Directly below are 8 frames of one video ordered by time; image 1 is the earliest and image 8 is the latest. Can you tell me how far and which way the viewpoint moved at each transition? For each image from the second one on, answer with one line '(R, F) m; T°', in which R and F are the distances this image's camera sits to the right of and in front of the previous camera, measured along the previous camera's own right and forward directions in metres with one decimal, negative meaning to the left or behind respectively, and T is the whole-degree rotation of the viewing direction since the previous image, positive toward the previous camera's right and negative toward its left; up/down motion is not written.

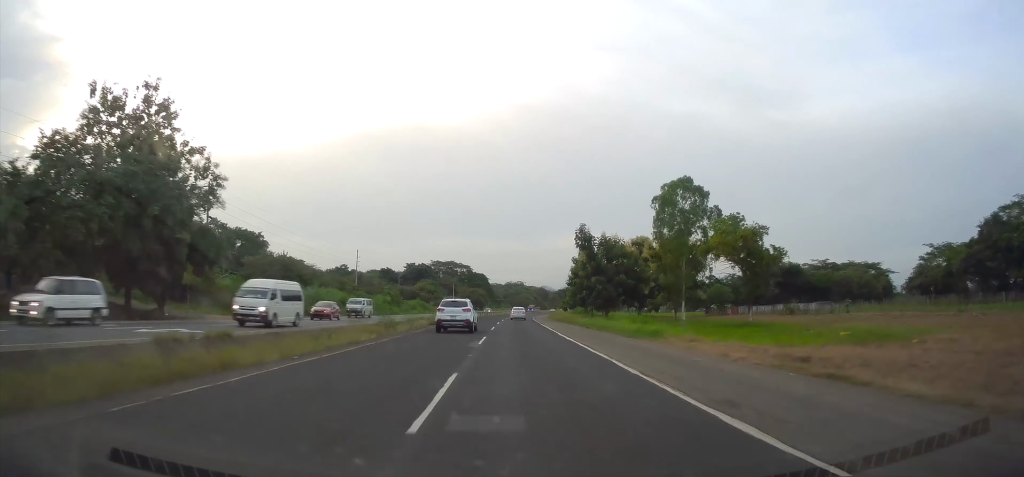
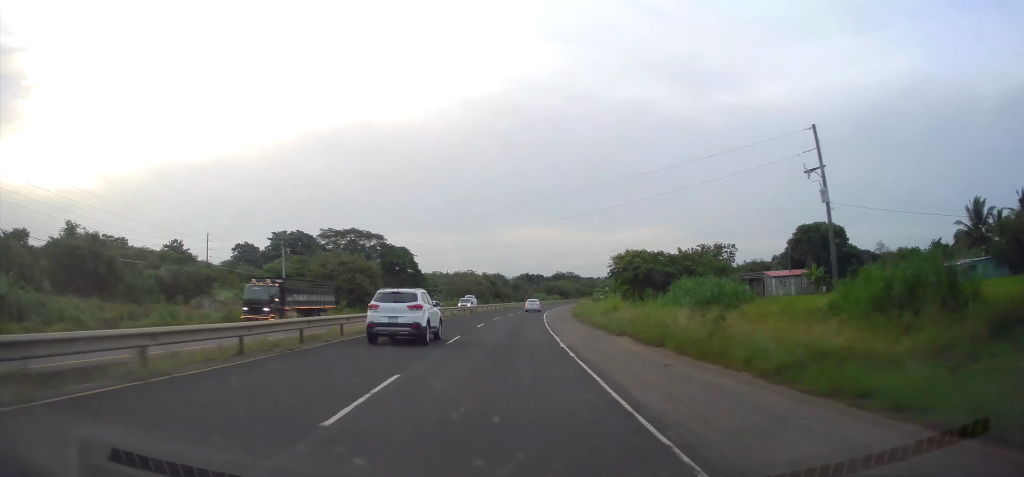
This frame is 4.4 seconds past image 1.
(+2.4, +112.1) m; +4°
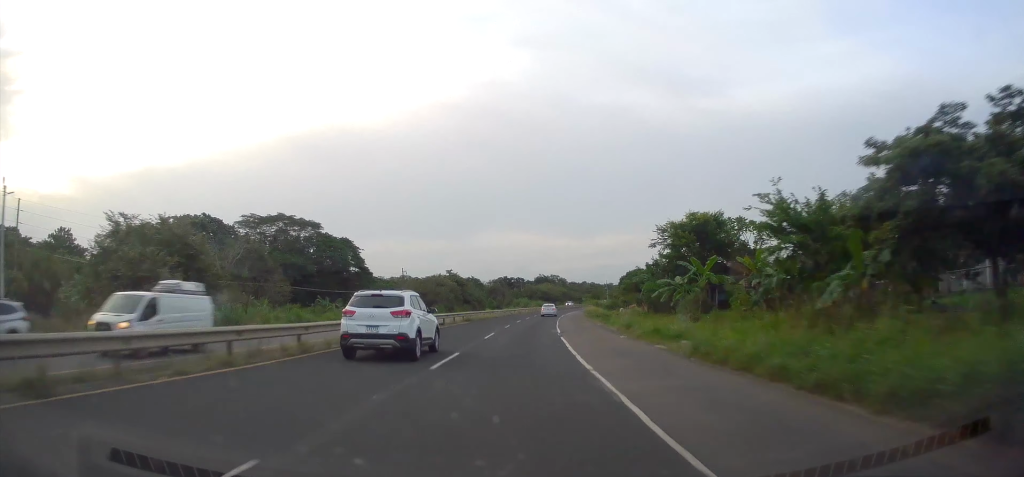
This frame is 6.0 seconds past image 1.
(+1.3, +40.7) m; +3°
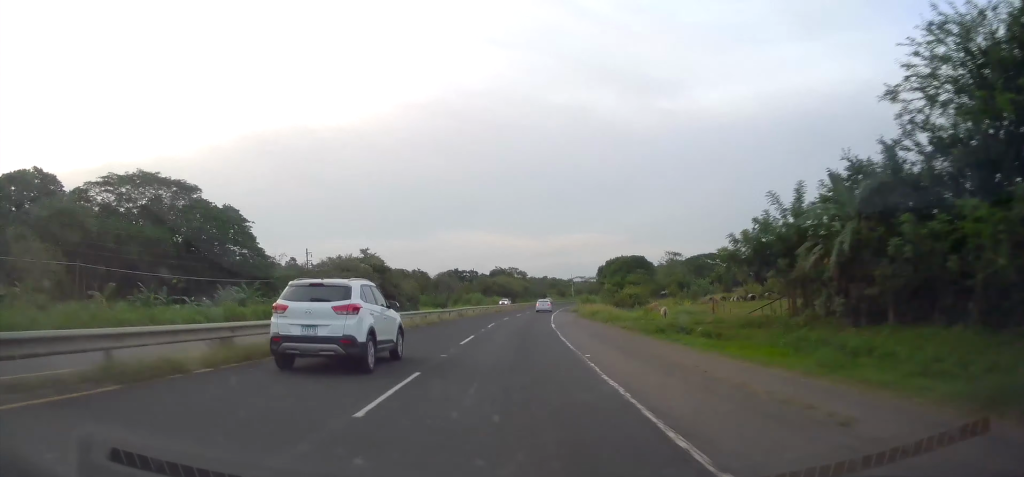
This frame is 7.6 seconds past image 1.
(+1.2, +40.7) m; +3°
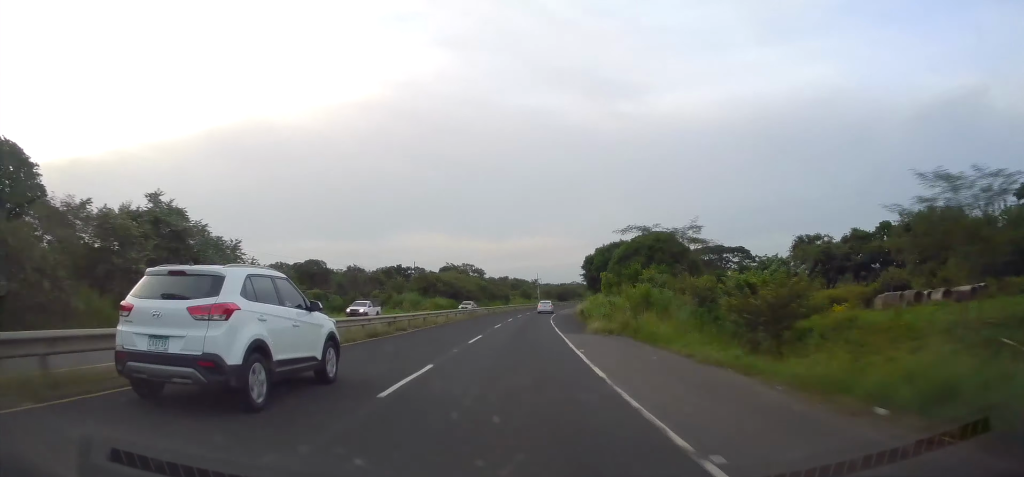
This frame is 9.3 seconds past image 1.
(+1.4, +44.9) m; +4°
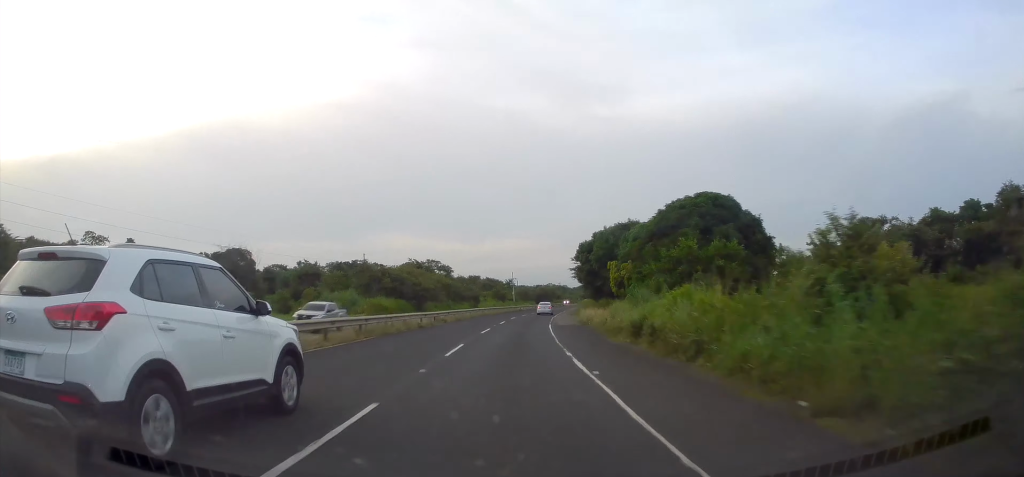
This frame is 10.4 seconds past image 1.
(+0.2, +27.9) m; +3°
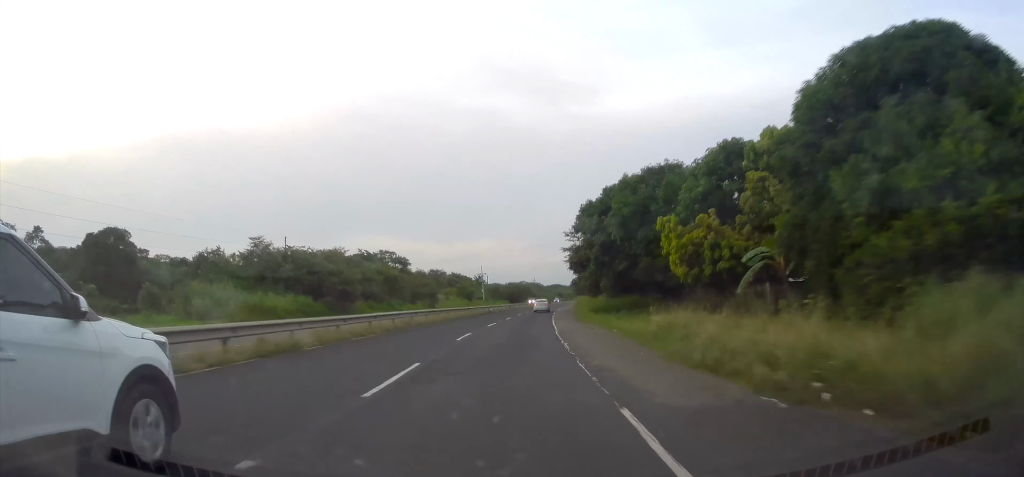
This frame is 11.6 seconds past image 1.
(+1.4, +30.2) m; +3°
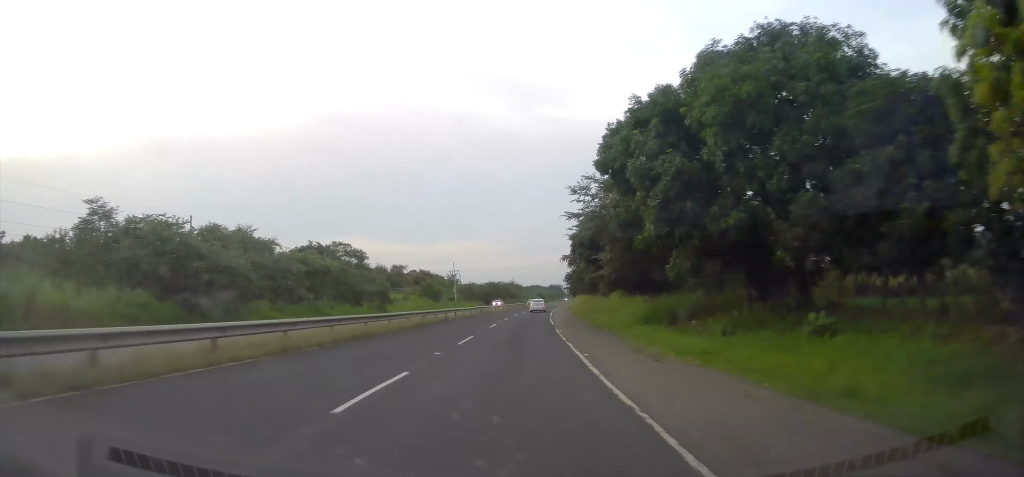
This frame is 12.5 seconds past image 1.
(+0.4, +23.8) m; +2°
